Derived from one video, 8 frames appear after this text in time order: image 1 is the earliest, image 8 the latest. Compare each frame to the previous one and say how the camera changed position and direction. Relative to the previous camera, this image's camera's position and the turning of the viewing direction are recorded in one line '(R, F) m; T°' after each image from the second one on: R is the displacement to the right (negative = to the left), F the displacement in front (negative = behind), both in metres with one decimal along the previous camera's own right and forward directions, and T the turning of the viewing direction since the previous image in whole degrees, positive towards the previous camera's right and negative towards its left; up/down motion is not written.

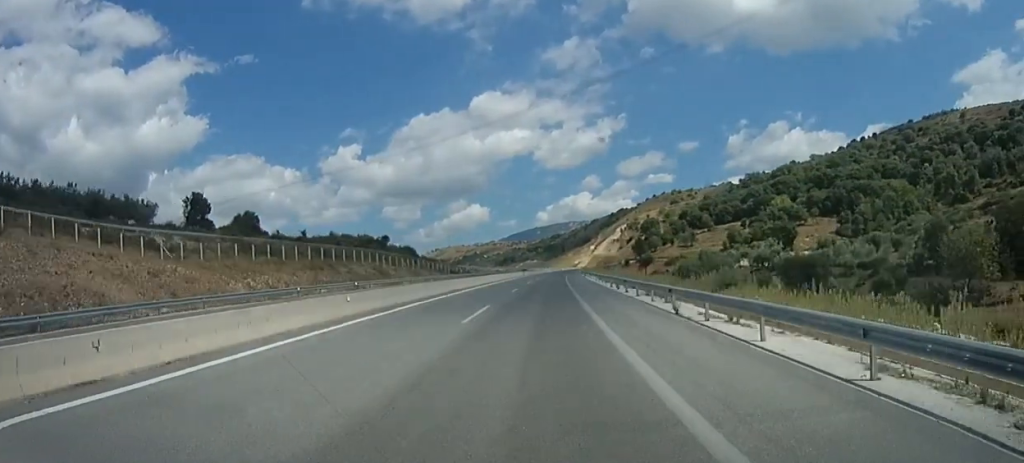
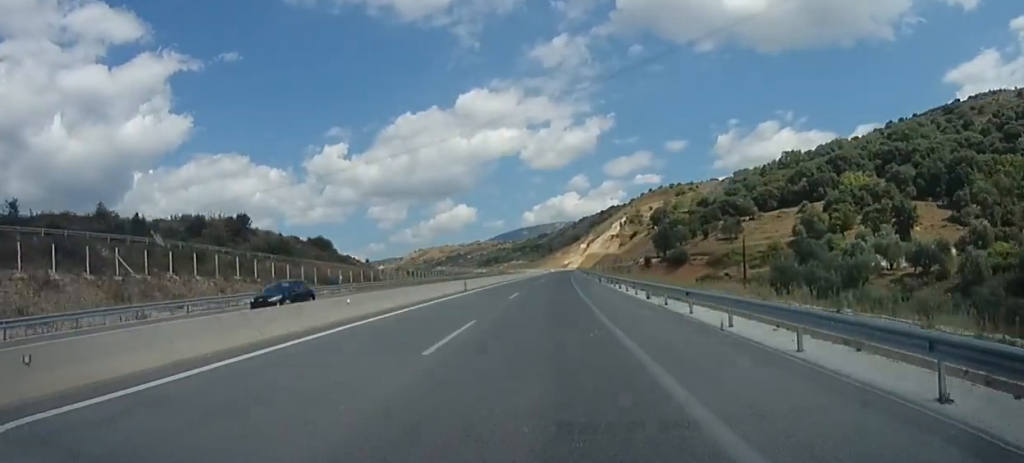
(0.0, +62.0) m; 0°
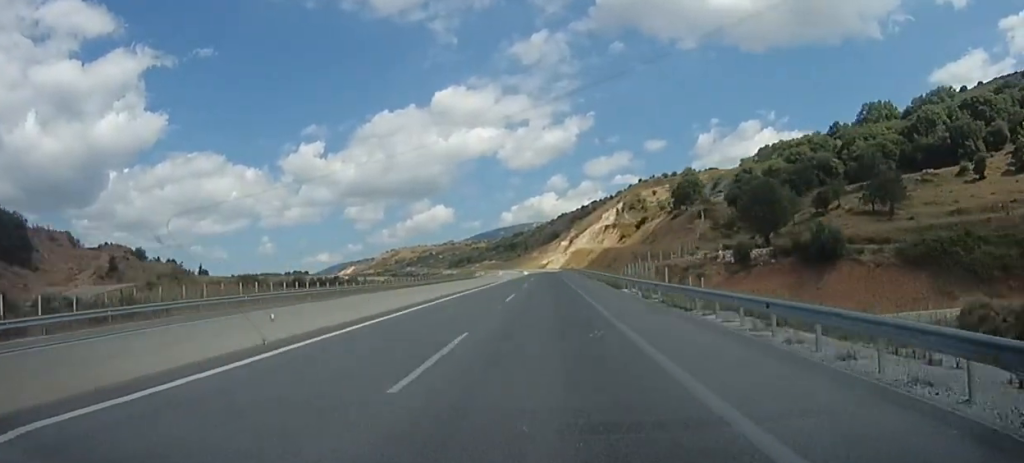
(+1.4, +77.3) m; +2°
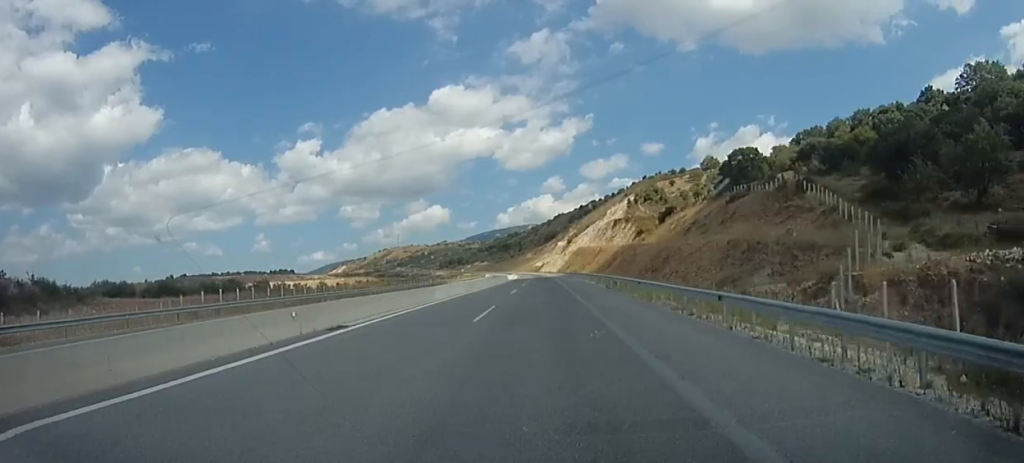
(+0.7, +45.7) m; +1°
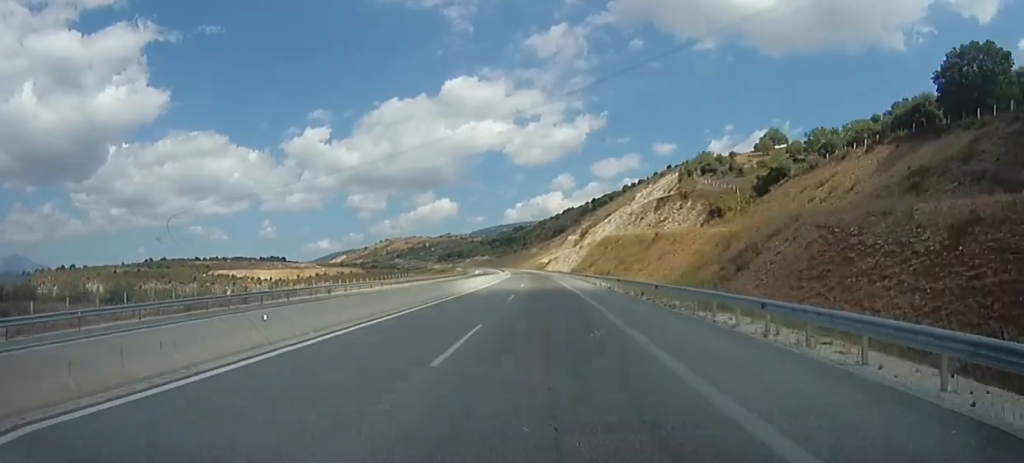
(+0.1, +64.1) m; 0°
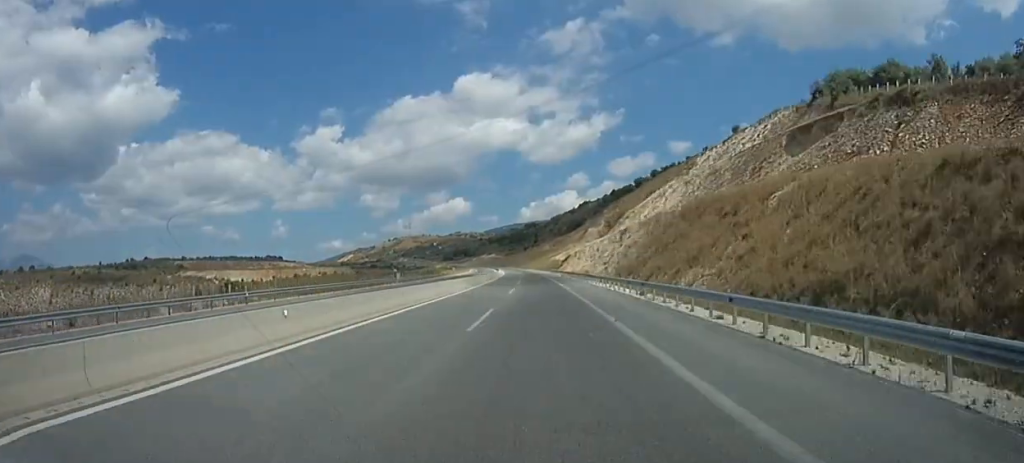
(0.0, +69.4) m; 0°
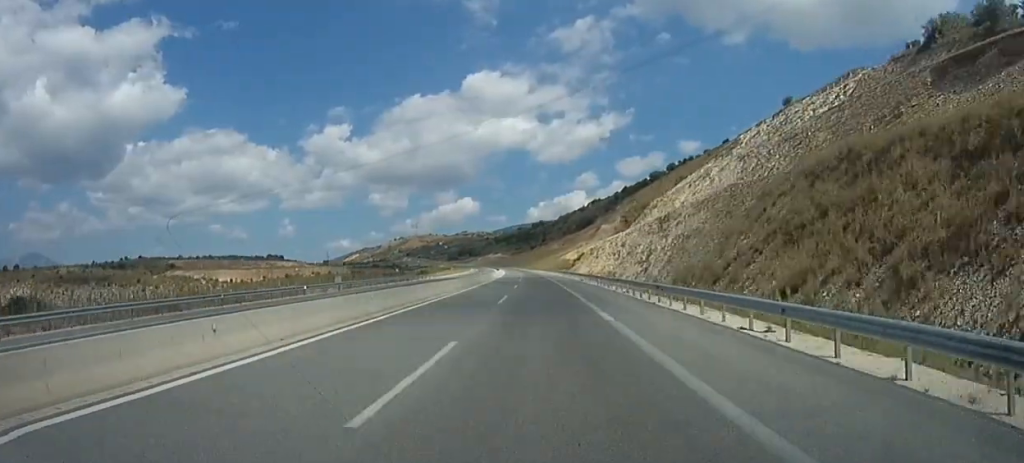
(0.0, +27.1) m; -1°
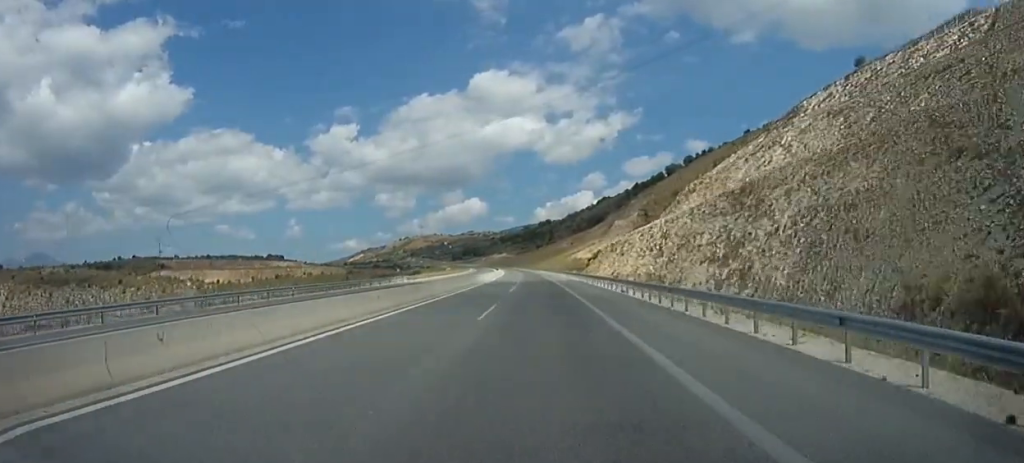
(+0.4, +27.2) m; -1°
